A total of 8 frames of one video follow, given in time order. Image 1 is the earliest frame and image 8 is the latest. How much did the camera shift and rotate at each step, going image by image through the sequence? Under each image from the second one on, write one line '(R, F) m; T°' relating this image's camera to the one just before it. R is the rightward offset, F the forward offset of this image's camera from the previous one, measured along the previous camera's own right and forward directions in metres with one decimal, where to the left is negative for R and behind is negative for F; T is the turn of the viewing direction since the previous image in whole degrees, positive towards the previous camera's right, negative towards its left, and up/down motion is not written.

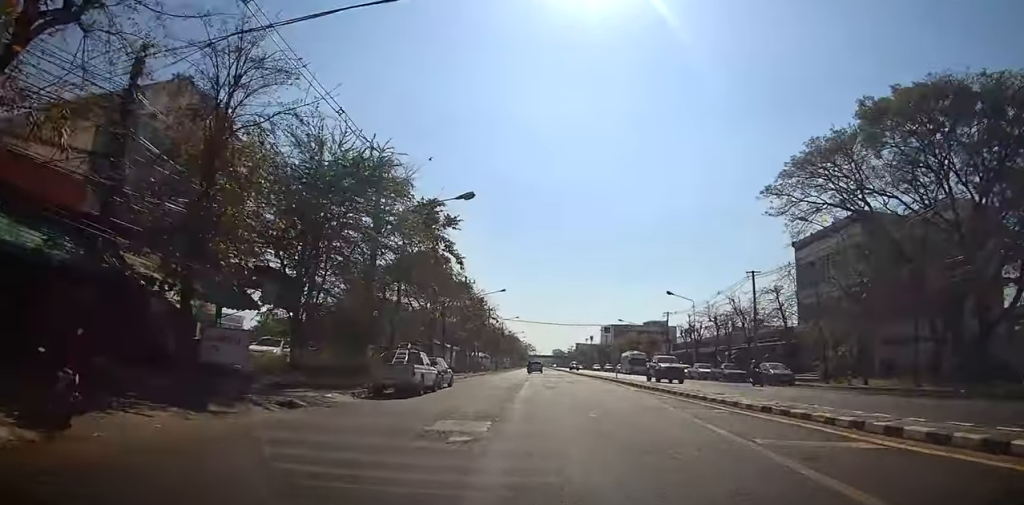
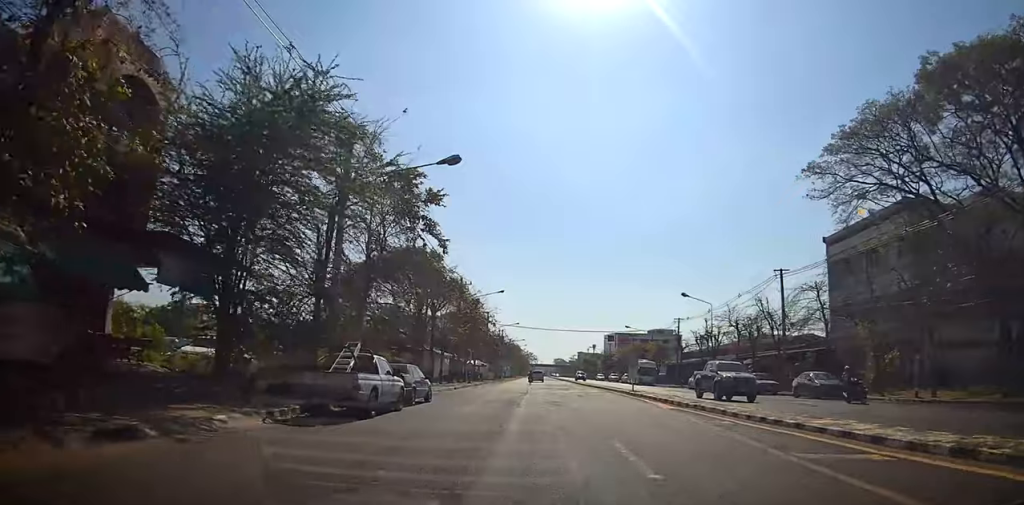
(+0.2, +6.0) m; 0°
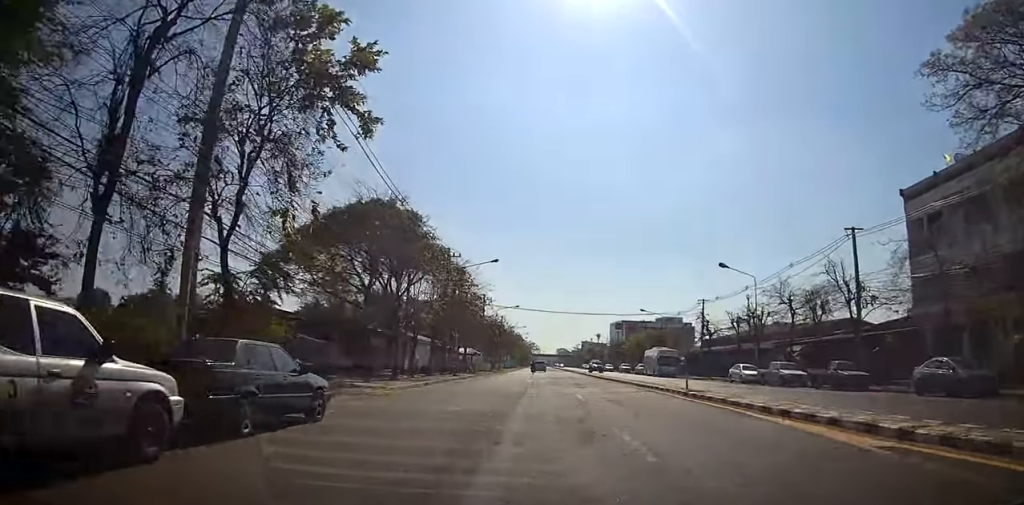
(-0.3, +11.1) m; -1°
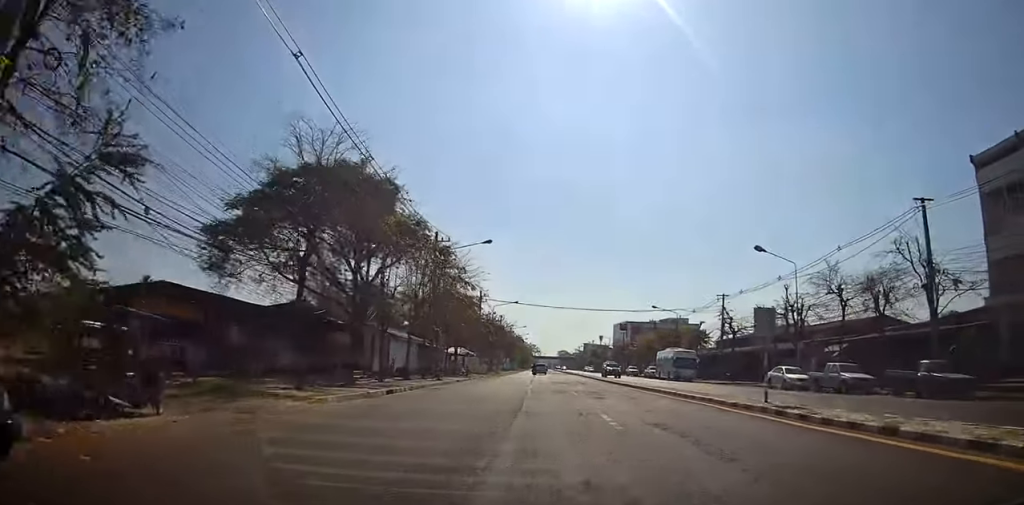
(-0.1, +7.2) m; 0°
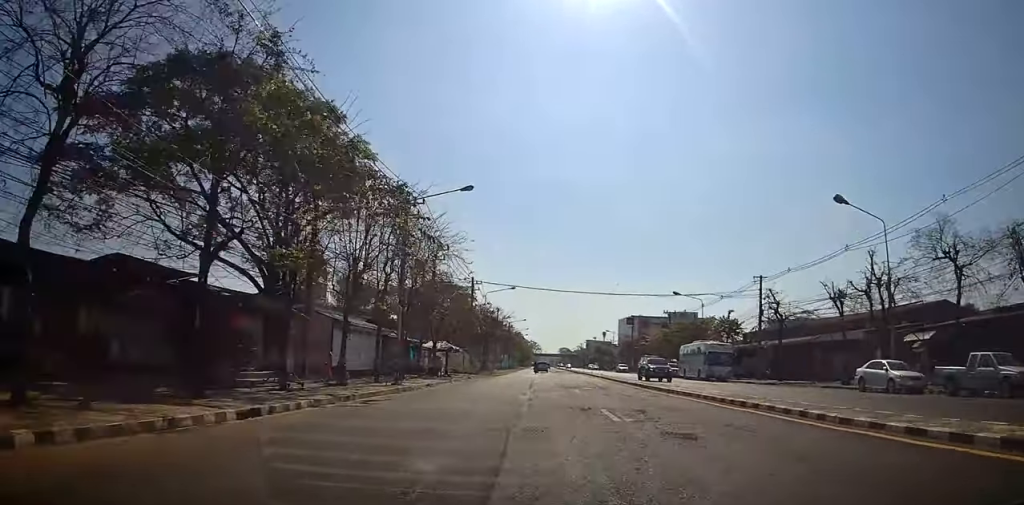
(+0.3, +10.4) m; 0°
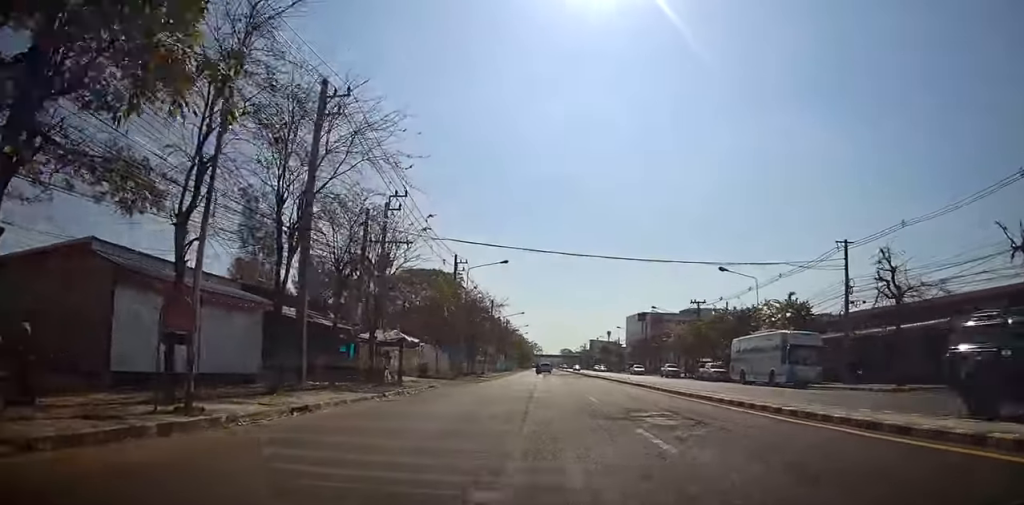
(-0.3, +14.8) m; -2°
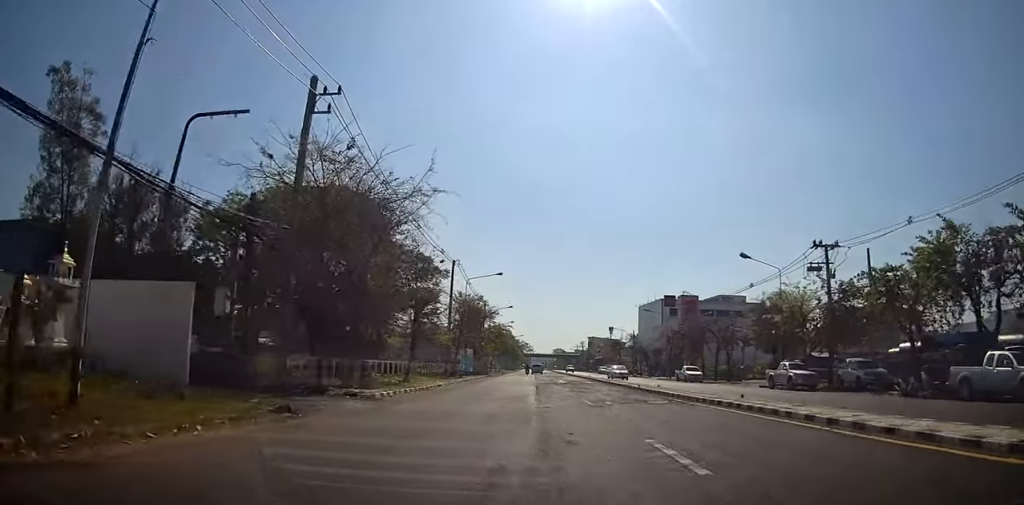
(+1.3, +40.0) m; +3°
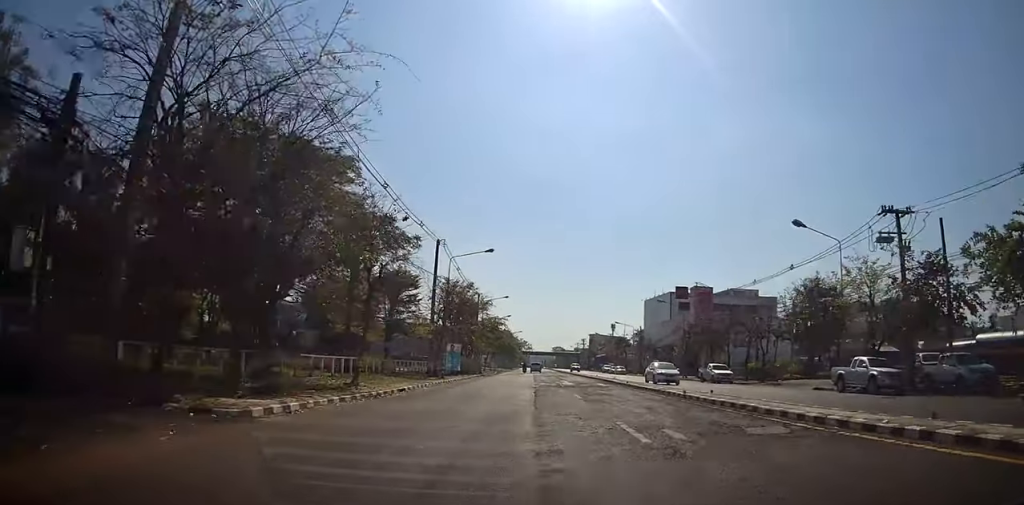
(-0.2, +9.5) m; 0°
